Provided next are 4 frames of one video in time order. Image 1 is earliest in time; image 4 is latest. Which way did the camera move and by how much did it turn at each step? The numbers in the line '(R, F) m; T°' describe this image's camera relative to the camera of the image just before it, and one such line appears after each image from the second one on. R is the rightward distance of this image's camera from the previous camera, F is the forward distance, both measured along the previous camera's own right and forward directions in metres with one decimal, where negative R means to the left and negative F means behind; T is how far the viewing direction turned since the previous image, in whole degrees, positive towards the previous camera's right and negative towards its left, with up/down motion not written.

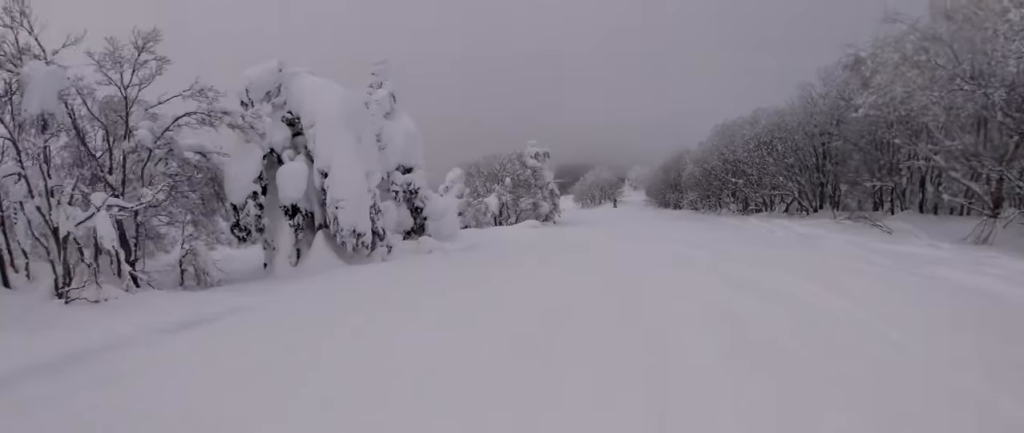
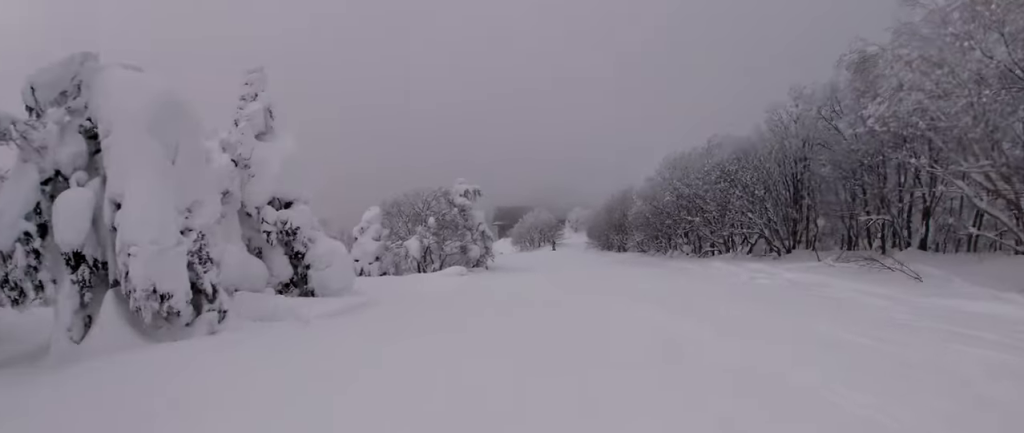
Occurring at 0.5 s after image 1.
(-0.5, +5.8) m; 0°
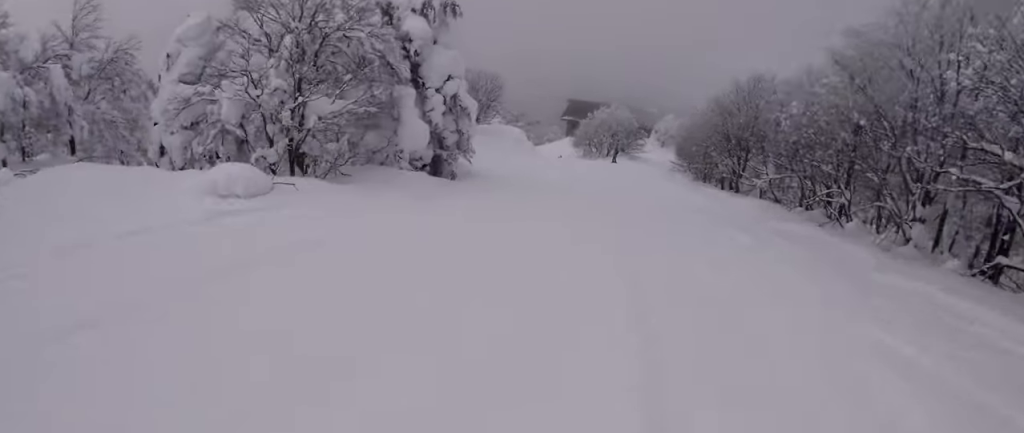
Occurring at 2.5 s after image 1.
(0.0, +23.7) m; -4°
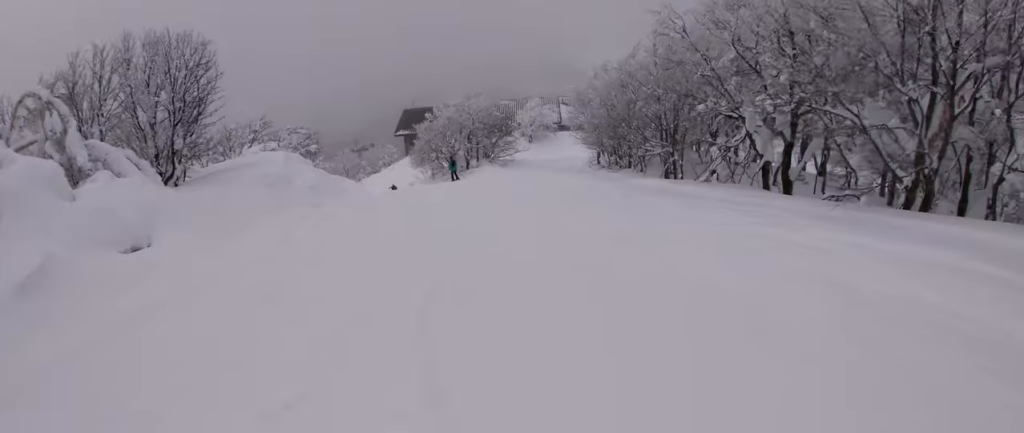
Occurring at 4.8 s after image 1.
(0.0, +22.3) m; 0°
